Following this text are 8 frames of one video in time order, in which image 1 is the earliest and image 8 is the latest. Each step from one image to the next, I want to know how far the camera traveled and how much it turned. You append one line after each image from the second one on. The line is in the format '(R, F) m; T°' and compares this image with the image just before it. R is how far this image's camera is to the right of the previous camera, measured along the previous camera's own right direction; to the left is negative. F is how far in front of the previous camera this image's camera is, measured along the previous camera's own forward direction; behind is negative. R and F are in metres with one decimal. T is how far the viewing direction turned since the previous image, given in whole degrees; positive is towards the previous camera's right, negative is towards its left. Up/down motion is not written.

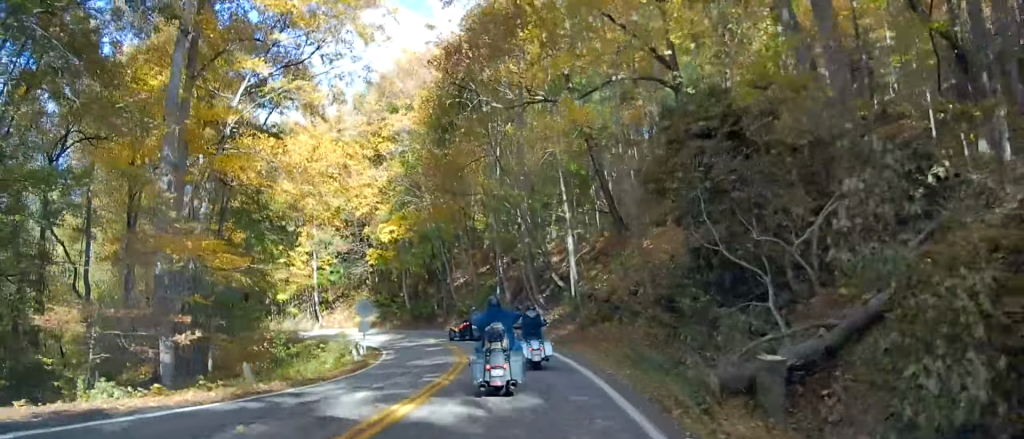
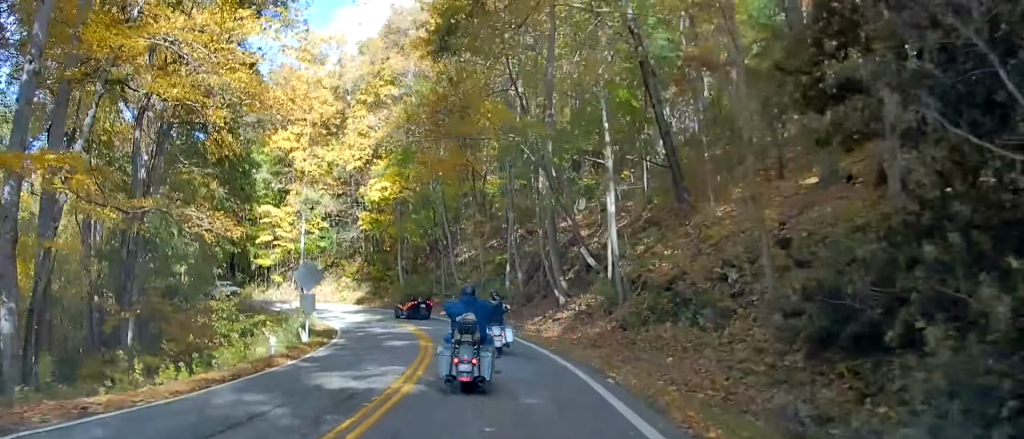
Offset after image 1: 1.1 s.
(+0.6, +11.7) m; +2°
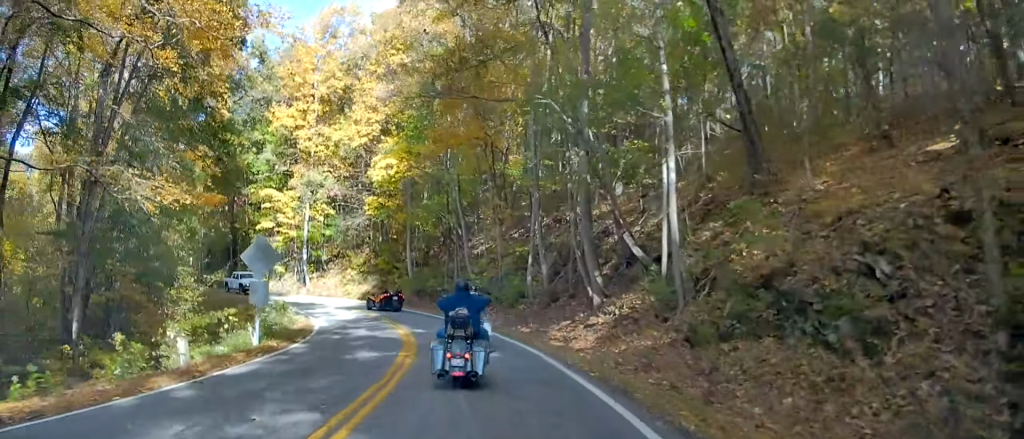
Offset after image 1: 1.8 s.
(-0.1, +6.9) m; -2°
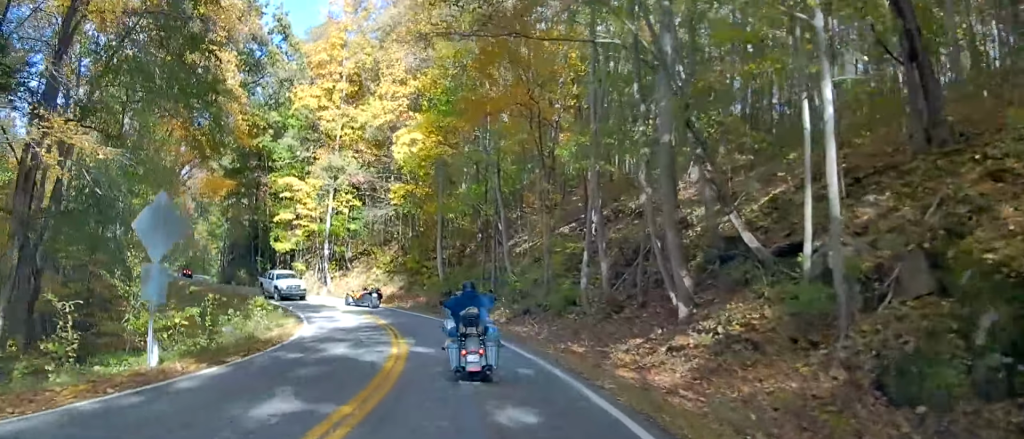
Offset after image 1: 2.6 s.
(-0.3, +8.1) m; -4°
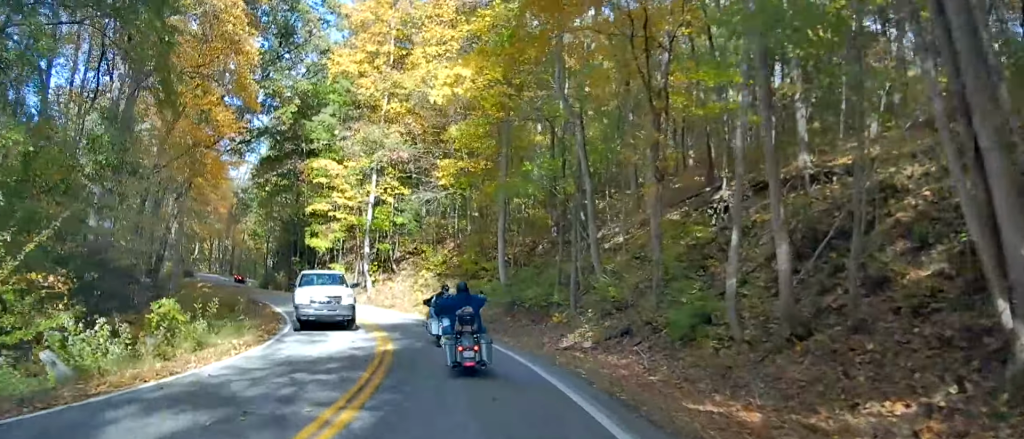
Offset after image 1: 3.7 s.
(-0.4, +11.6) m; -4°
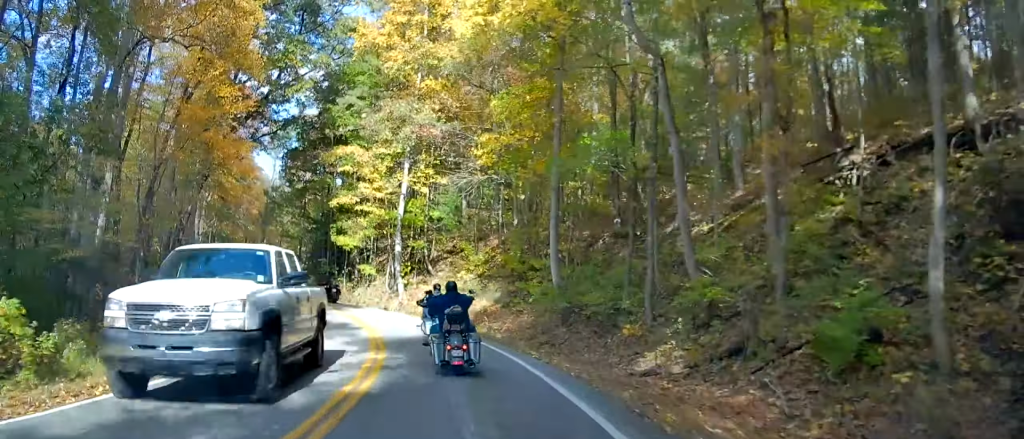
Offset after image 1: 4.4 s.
(0.0, +6.6) m; -3°
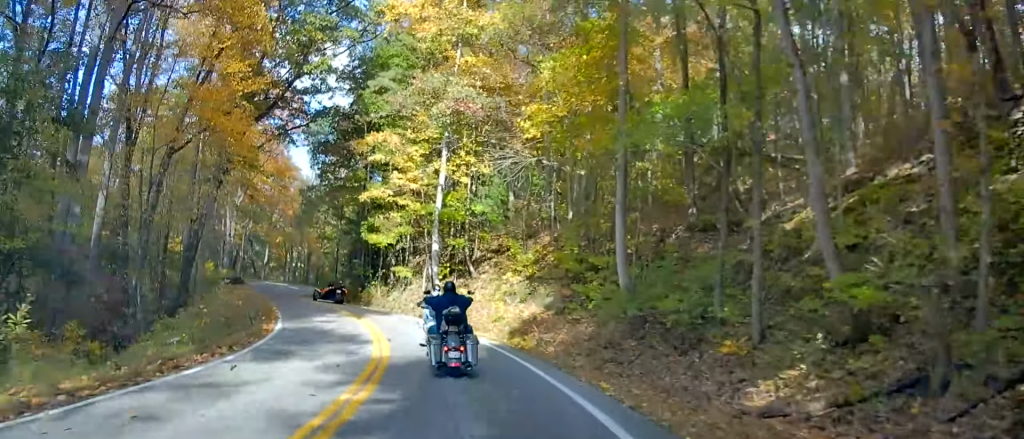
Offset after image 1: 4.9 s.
(-0.3, +5.2) m; -2°
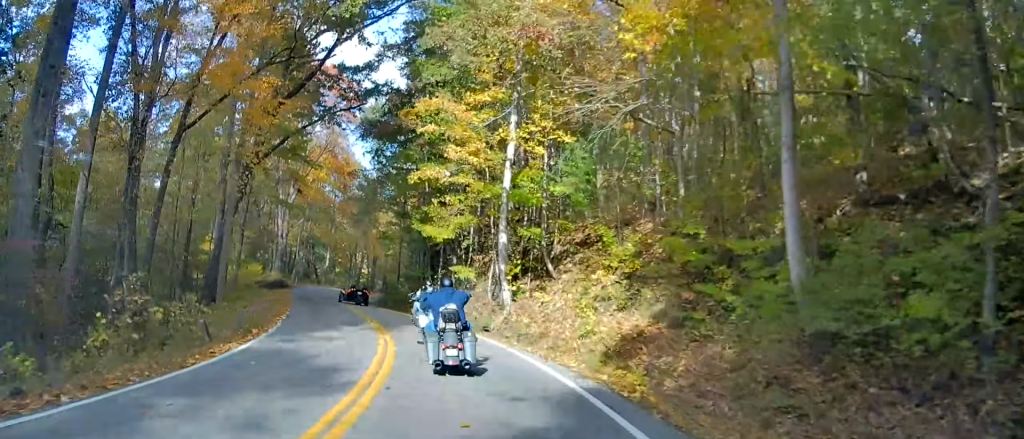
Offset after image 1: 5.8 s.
(-0.3, +8.1) m; -4°
